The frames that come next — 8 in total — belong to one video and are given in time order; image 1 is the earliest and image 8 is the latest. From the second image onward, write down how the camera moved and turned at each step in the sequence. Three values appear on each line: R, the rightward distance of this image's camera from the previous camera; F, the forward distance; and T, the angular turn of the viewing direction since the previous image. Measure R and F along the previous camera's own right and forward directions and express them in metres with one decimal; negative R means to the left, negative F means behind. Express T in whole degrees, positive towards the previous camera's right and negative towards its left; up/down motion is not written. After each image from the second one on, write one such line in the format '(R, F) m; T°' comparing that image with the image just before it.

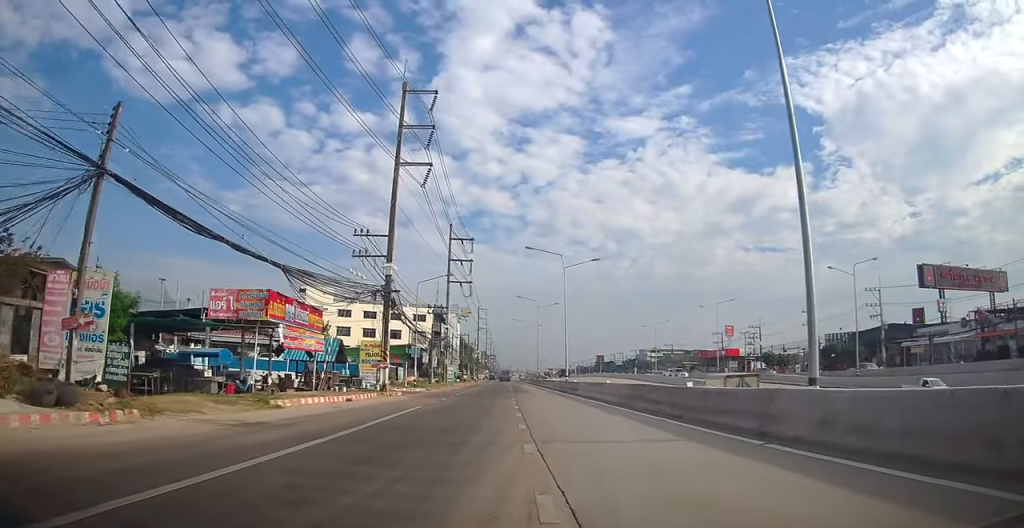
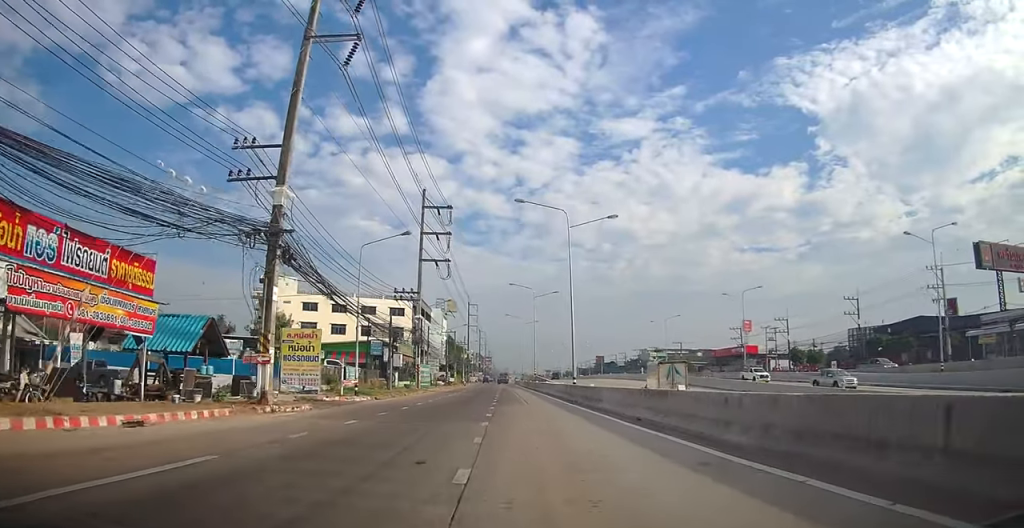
(+0.1, +14.1) m; 0°
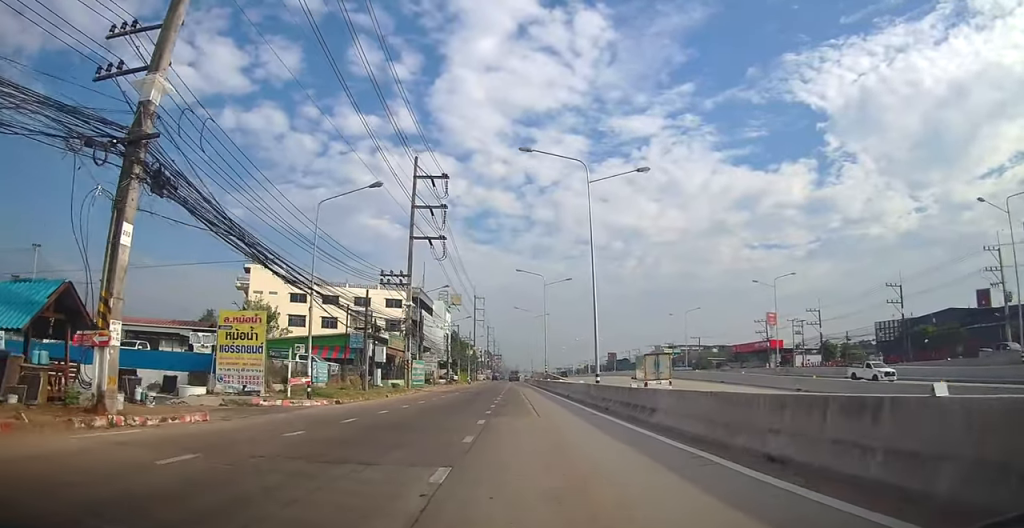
(-0.2, +8.0) m; -2°
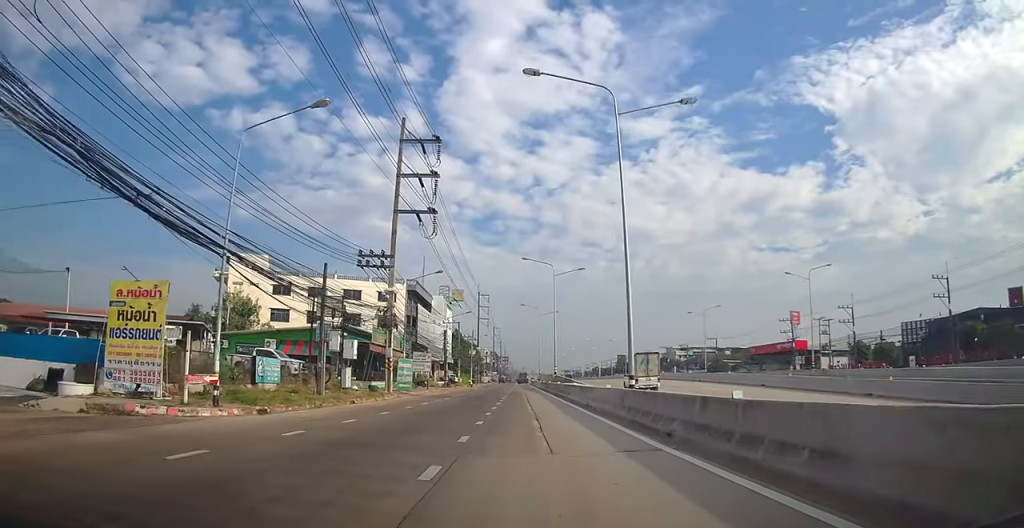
(-0.2, +7.8) m; -2°
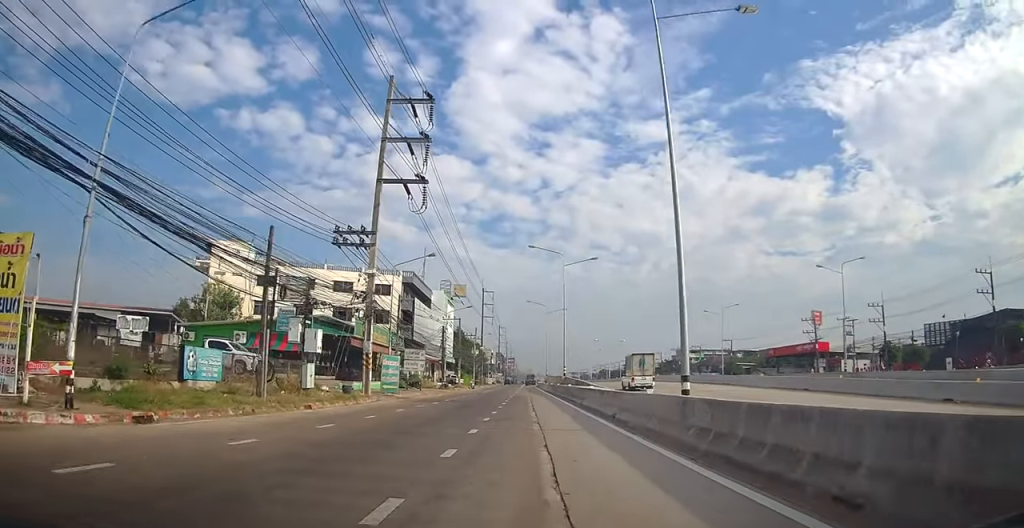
(0.0, +6.2) m; 0°
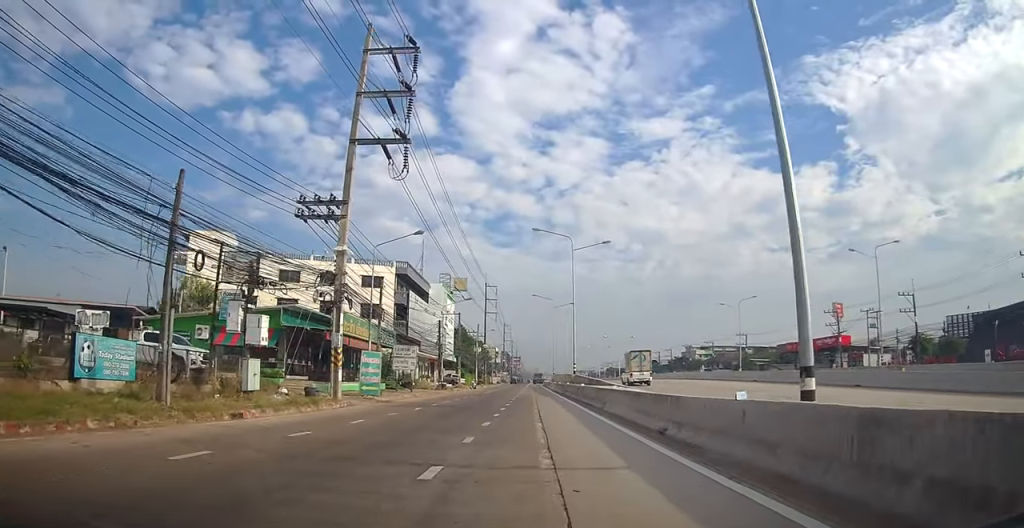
(0.0, +5.8) m; 0°
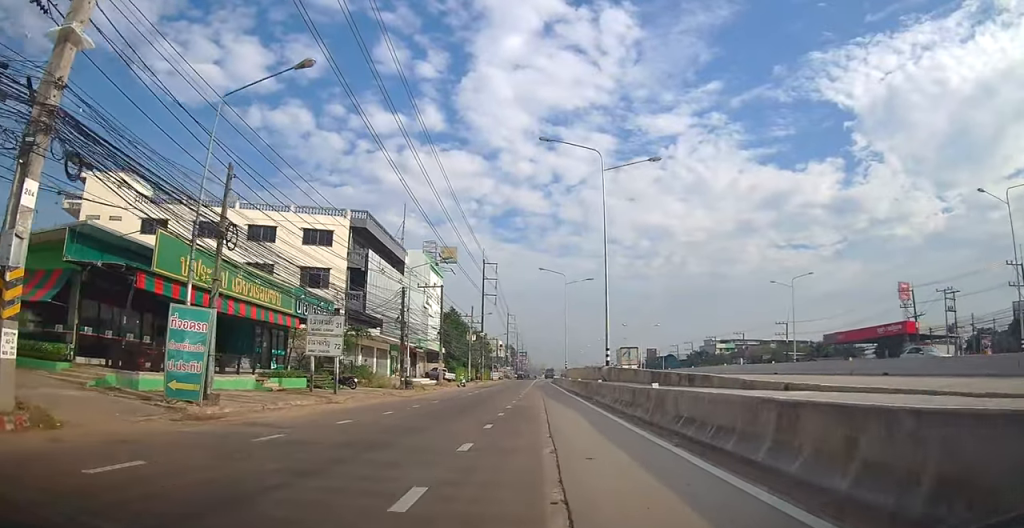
(0.0, +17.9) m; 0°
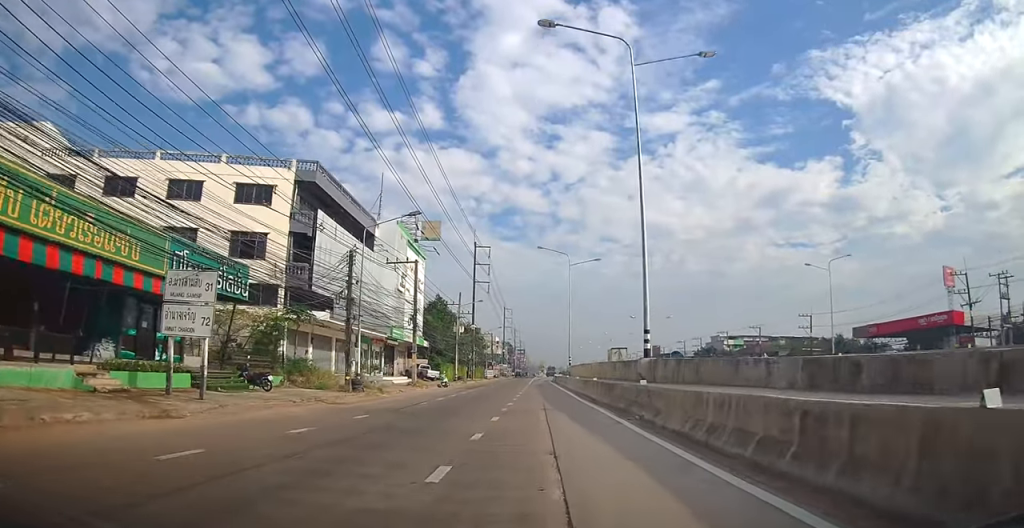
(0.0, +10.7) m; +1°
